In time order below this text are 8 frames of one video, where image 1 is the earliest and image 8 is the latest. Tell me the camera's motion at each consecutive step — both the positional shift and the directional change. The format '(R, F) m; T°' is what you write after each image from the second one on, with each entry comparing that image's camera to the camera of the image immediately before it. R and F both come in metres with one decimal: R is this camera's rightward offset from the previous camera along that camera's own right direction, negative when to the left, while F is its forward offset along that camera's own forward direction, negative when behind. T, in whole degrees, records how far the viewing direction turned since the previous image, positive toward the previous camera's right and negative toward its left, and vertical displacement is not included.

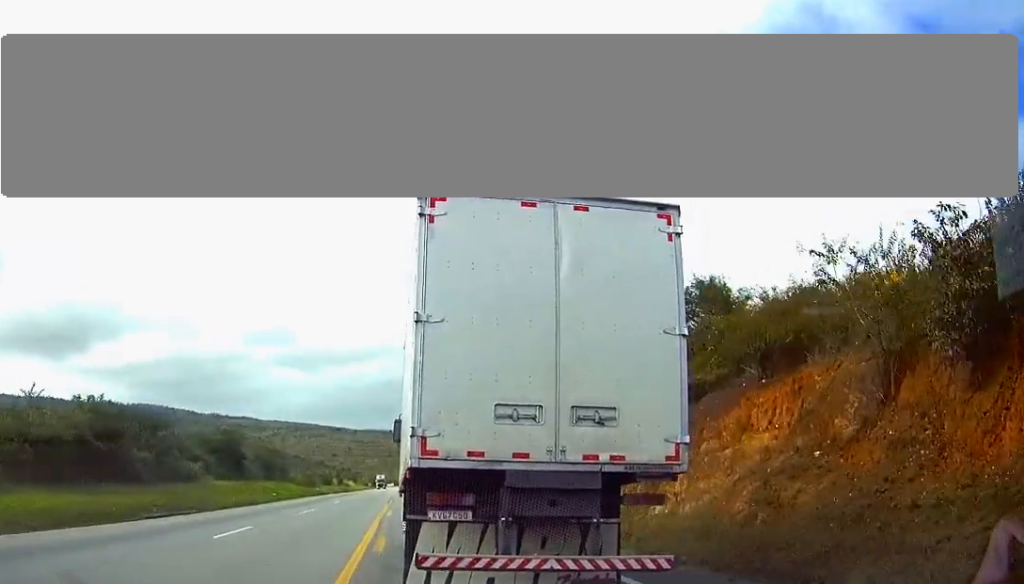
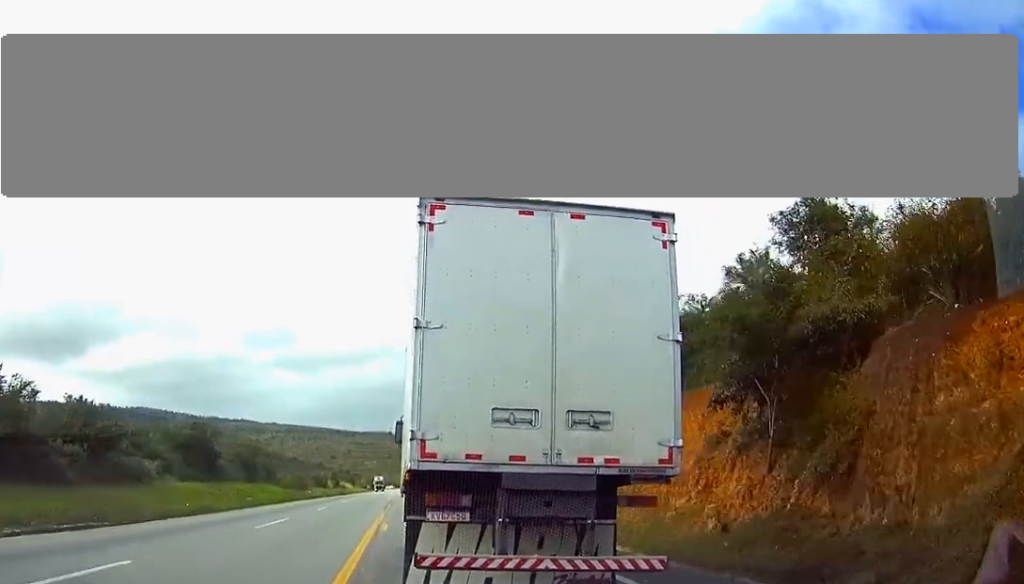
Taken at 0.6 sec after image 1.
(0.0, +9.9) m; 0°
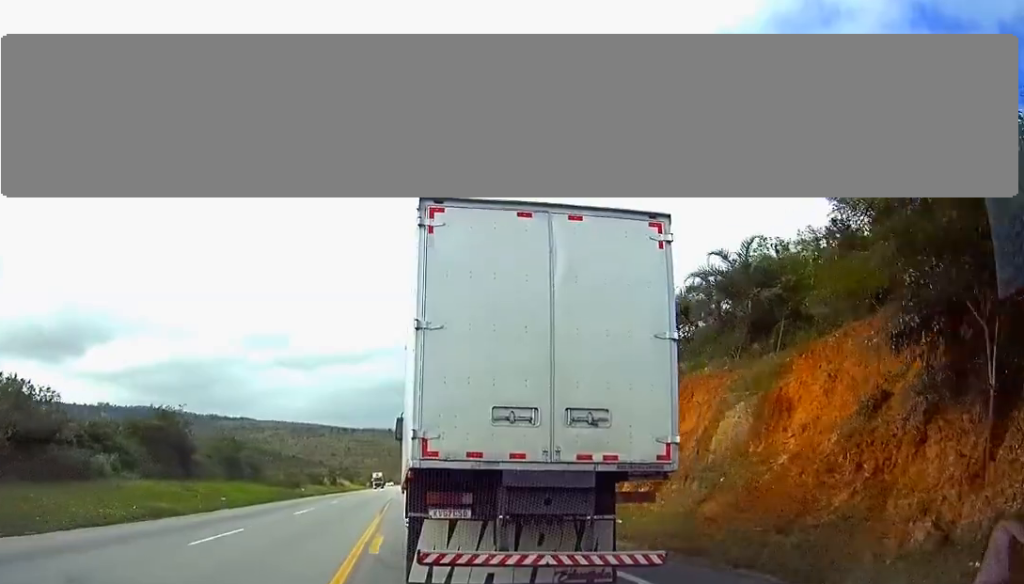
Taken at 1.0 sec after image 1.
(0.0, +7.1) m; 0°
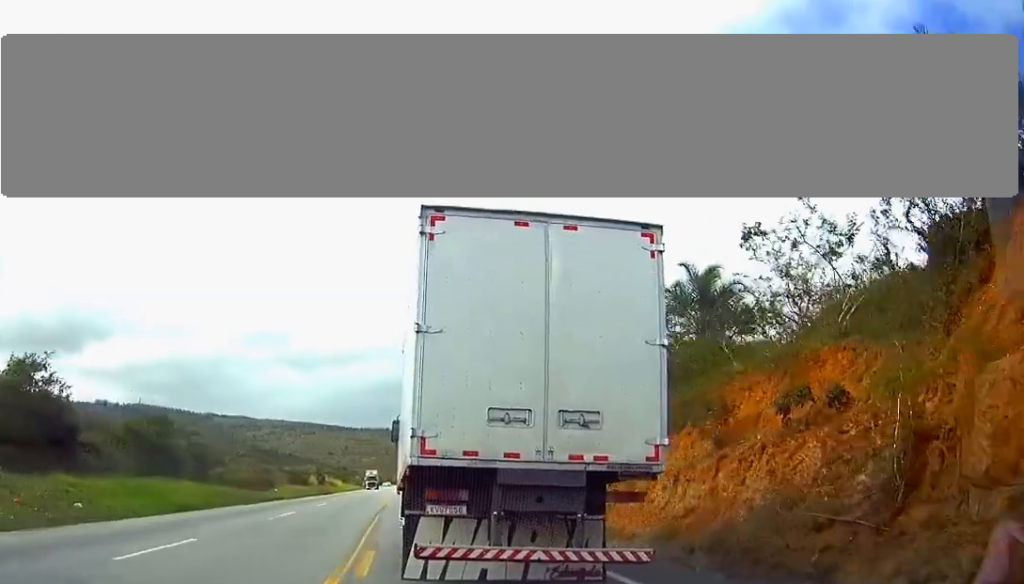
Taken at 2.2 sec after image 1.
(0.0, +19.3) m; 0°
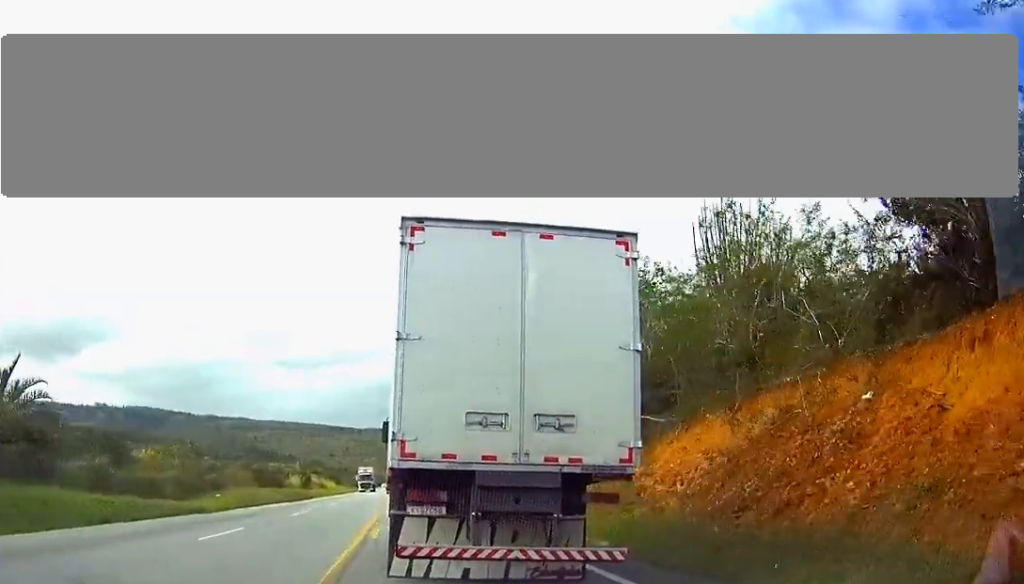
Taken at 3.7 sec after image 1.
(0.0, +24.8) m; 0°
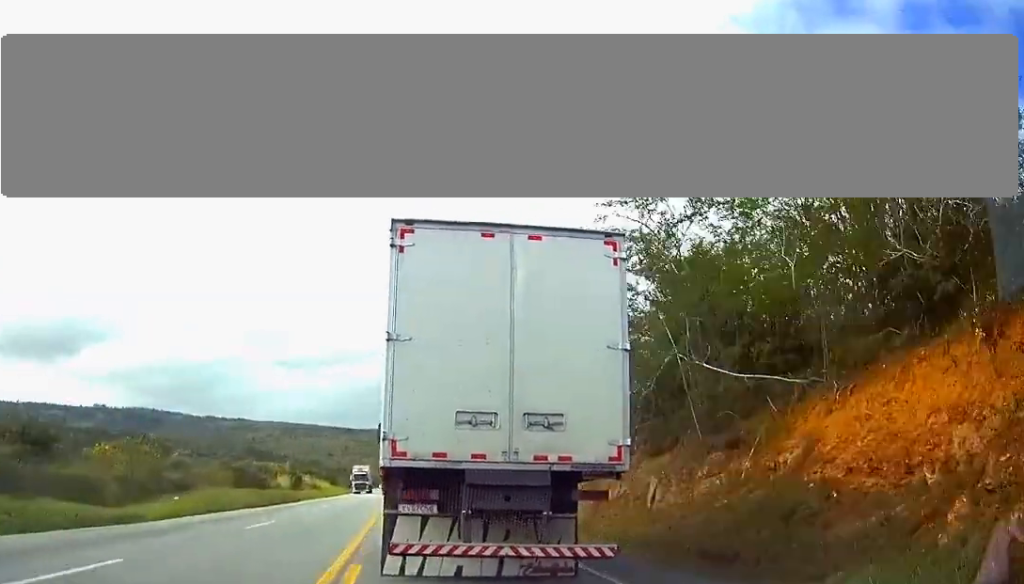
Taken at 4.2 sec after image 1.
(0.0, +9.7) m; 0°
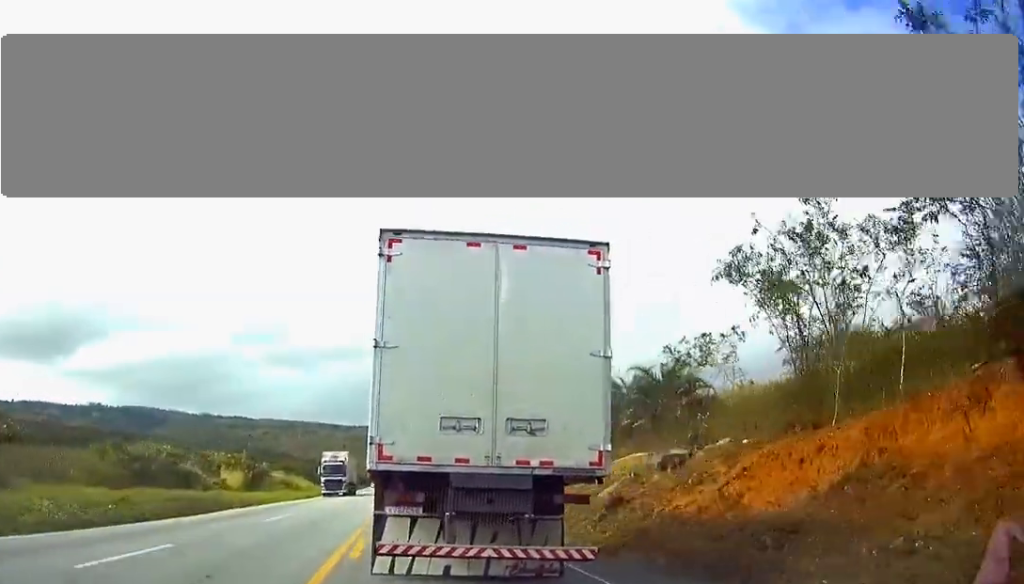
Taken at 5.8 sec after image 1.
(0.0, +27.0) m; 0°
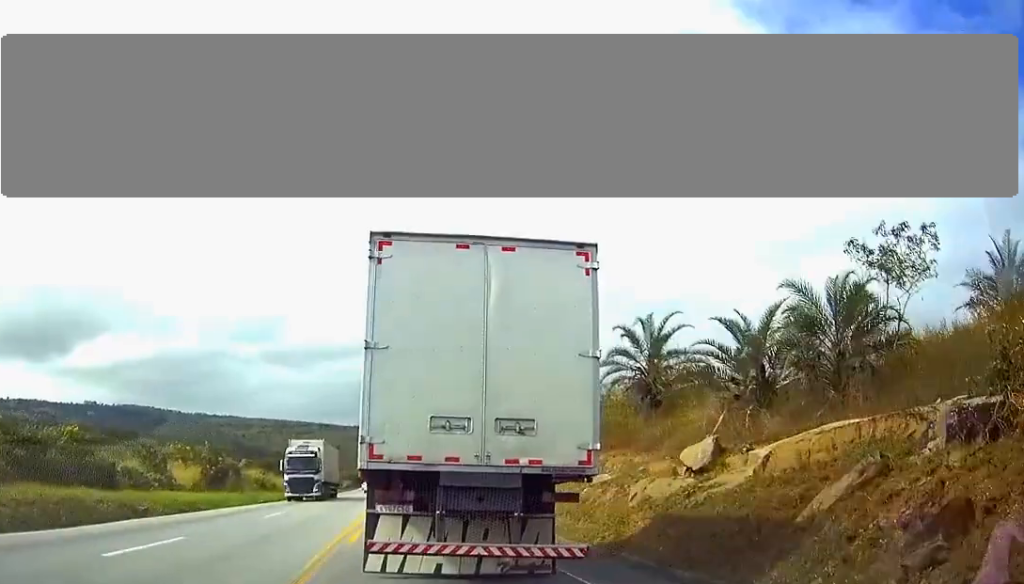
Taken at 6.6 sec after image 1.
(+0.1, +13.4) m; 0°
